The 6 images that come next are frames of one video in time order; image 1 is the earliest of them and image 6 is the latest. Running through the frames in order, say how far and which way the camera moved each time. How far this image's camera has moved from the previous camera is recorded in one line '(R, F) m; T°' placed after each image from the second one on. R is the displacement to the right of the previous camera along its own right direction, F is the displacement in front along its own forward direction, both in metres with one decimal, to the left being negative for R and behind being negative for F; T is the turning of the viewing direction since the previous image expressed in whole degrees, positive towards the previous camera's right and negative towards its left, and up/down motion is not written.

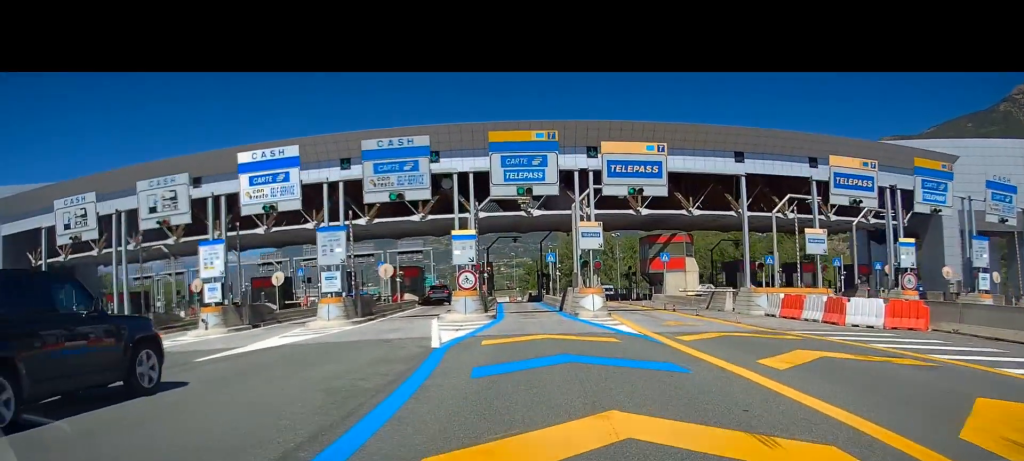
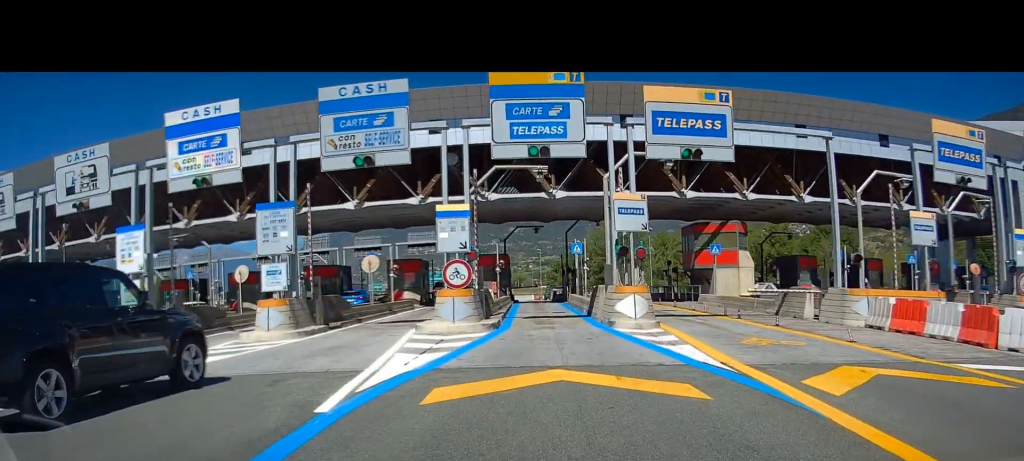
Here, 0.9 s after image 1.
(-0.4, +7.9) m; -6°
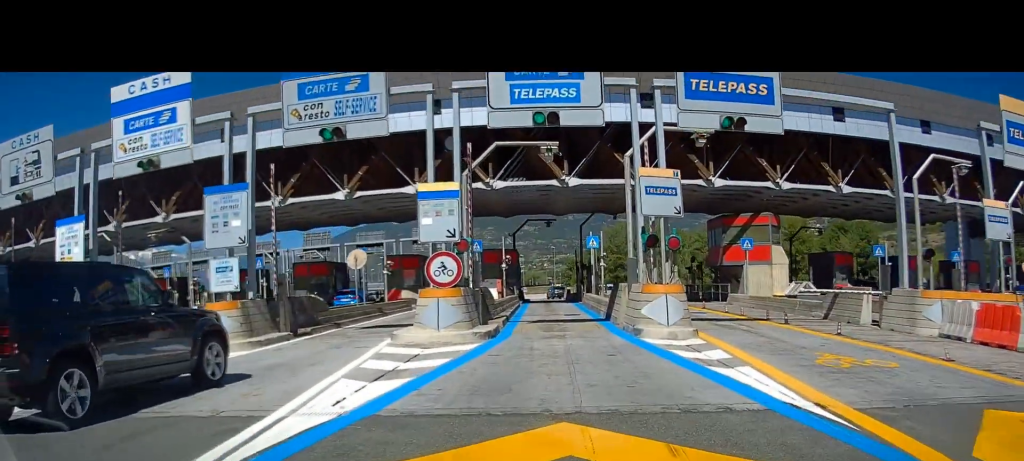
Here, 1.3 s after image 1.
(-0.3, +4.1) m; -3°
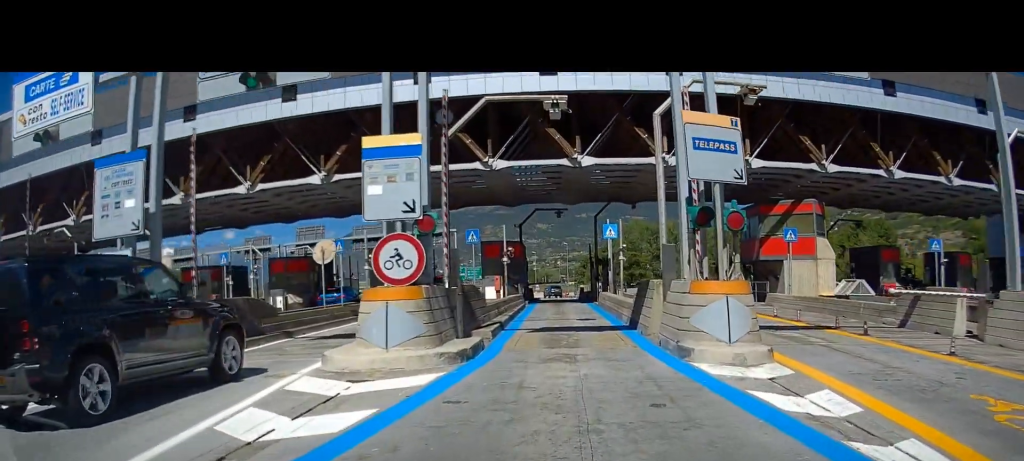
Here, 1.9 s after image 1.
(-0.1, +5.1) m; -1°
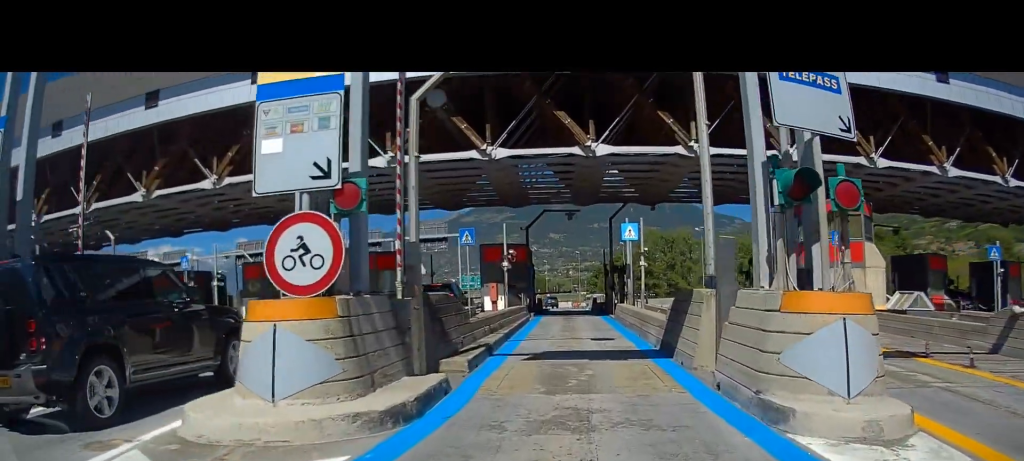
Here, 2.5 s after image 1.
(0.0, +4.5) m; 0°
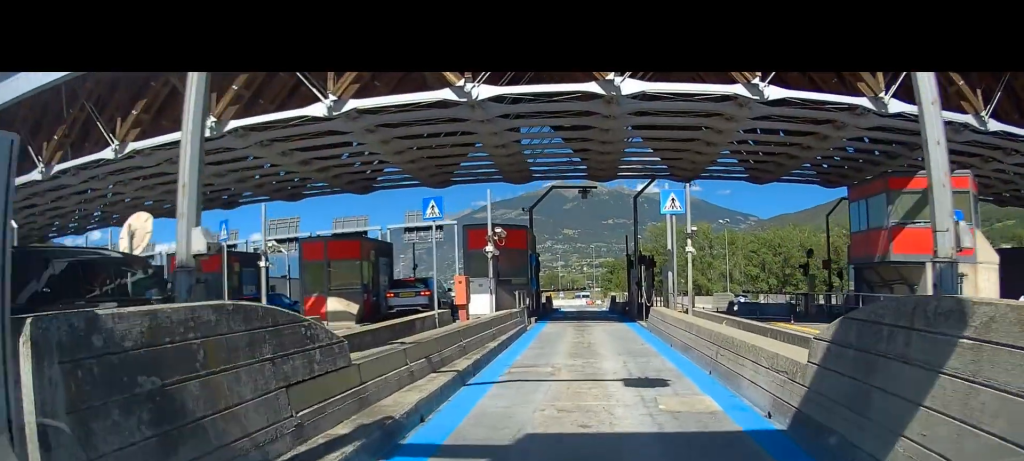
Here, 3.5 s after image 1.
(0.0, +7.8) m; -2°
